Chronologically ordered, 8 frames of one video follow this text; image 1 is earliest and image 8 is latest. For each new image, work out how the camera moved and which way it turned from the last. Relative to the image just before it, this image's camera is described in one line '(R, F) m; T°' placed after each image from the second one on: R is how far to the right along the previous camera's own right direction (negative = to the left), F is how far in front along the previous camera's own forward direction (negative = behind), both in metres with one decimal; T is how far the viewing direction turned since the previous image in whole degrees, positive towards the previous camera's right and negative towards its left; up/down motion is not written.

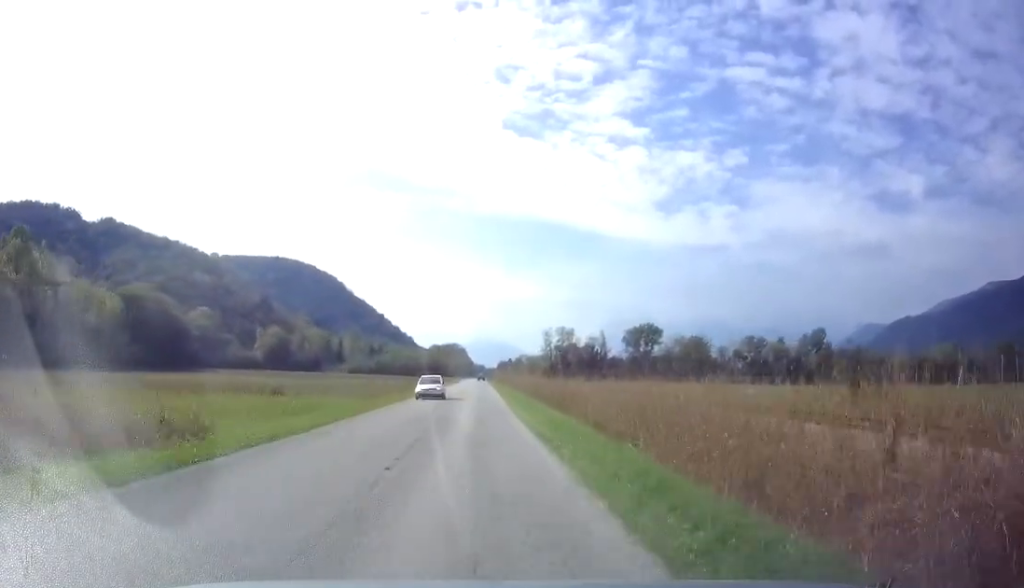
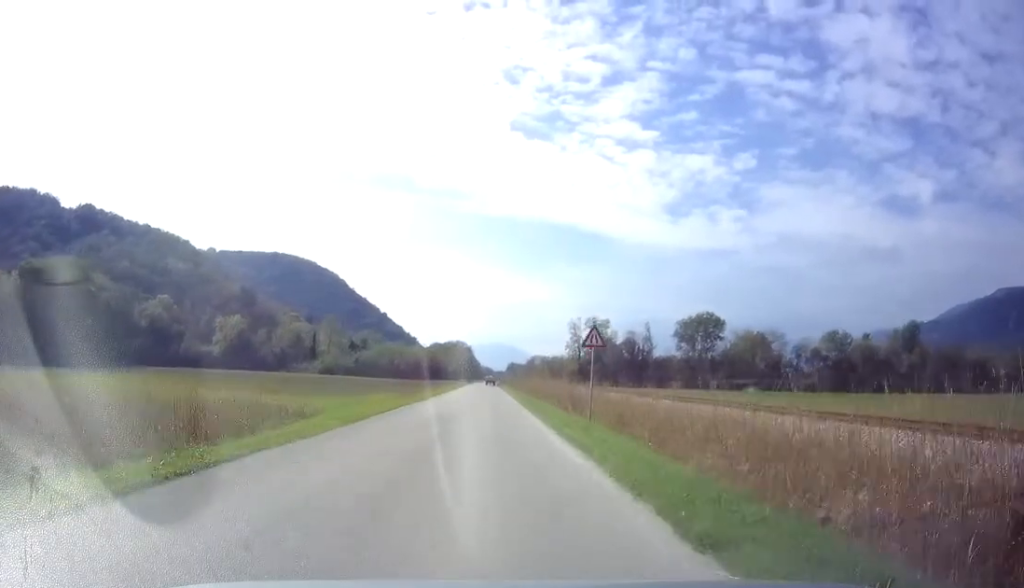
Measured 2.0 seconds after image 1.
(-0.7, +40.5) m; -1°
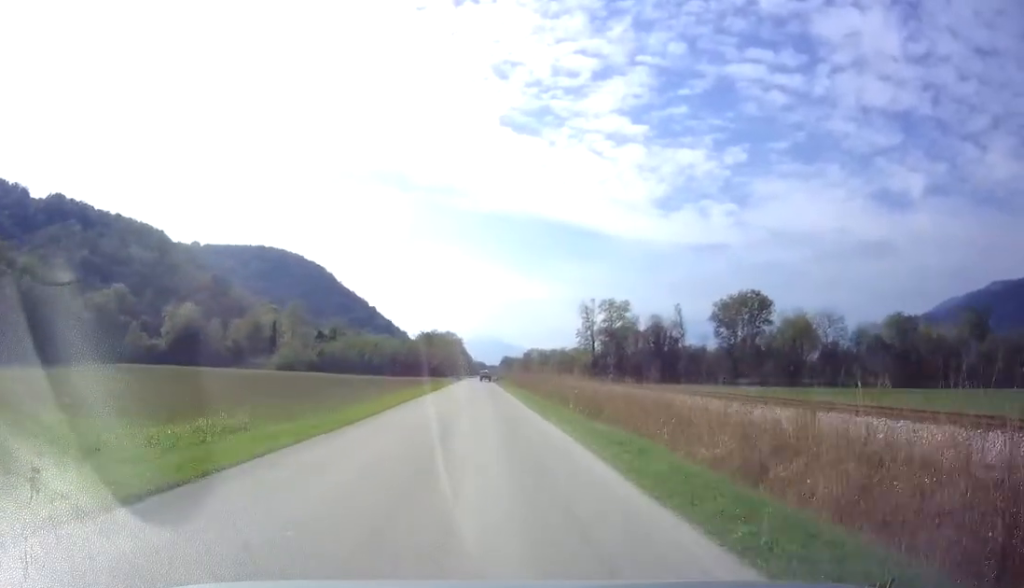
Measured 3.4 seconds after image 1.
(+0.1, +26.6) m; +1°
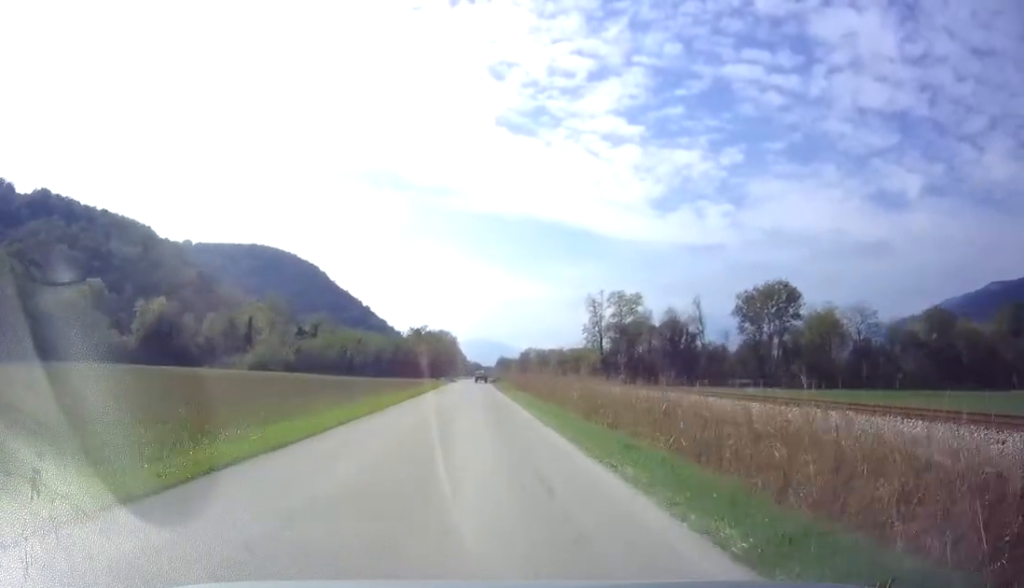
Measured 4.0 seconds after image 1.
(+0.1, +11.9) m; 0°
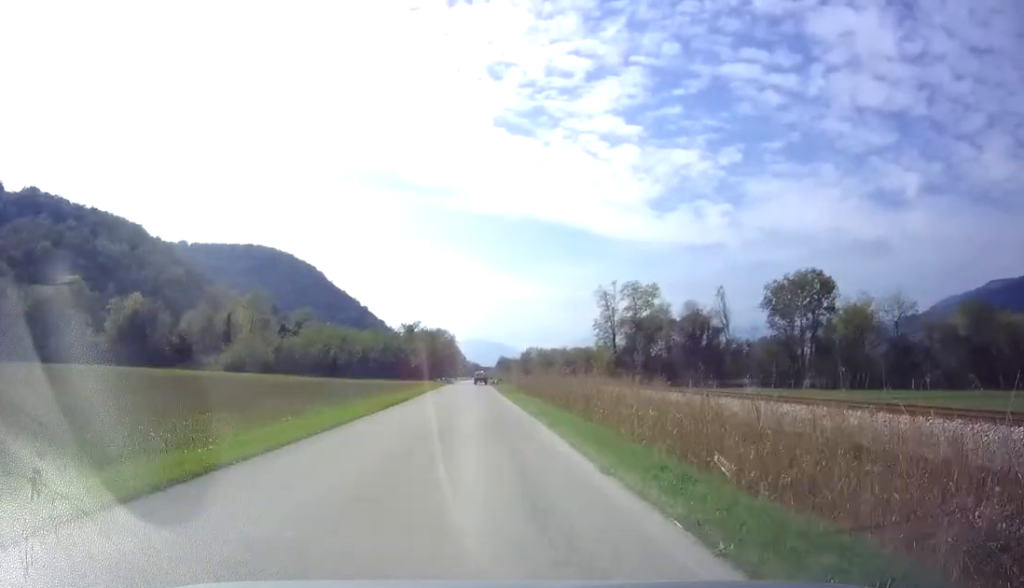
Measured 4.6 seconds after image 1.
(0.0, +10.3) m; 0°
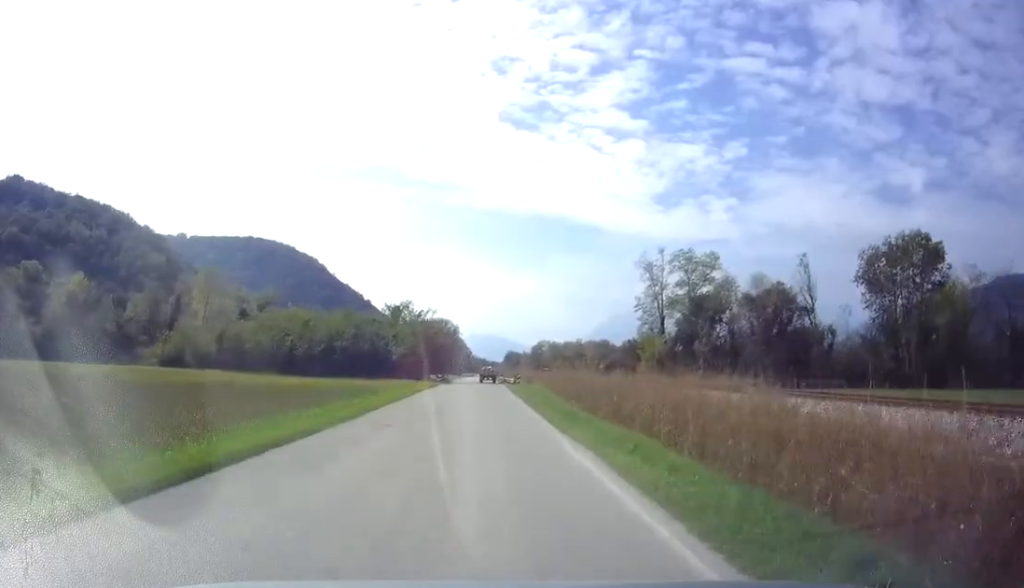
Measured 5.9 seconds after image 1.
(0.0, +22.2) m; 0°
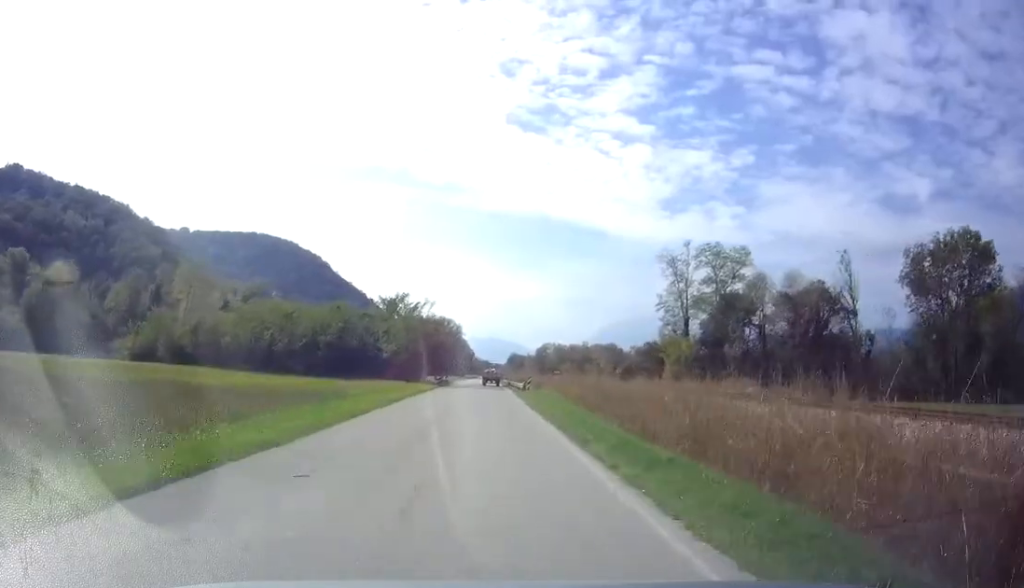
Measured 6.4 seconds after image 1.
(0.0, +7.5) m; 0°
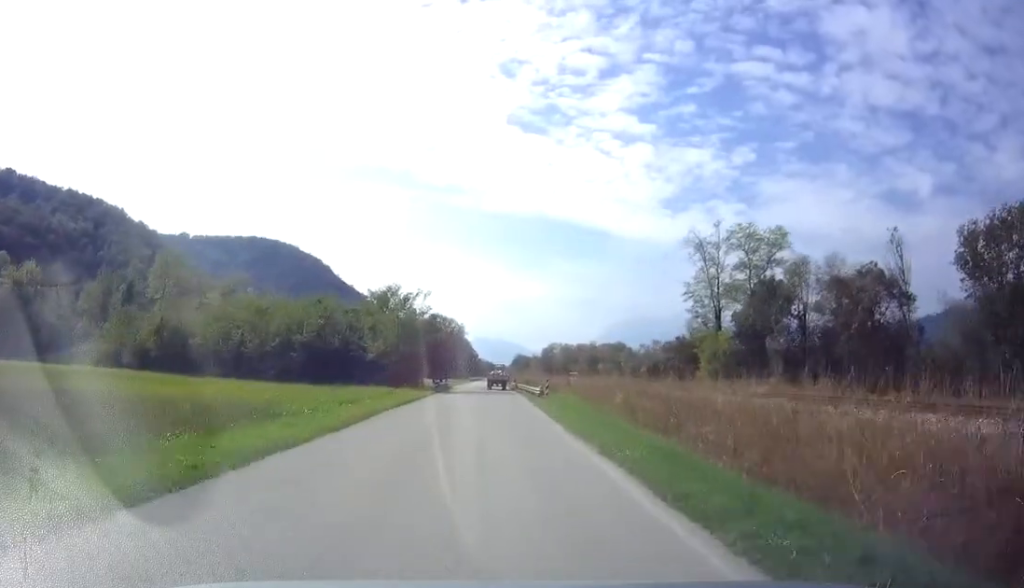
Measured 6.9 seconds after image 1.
(0.0, +8.5) m; 0°
